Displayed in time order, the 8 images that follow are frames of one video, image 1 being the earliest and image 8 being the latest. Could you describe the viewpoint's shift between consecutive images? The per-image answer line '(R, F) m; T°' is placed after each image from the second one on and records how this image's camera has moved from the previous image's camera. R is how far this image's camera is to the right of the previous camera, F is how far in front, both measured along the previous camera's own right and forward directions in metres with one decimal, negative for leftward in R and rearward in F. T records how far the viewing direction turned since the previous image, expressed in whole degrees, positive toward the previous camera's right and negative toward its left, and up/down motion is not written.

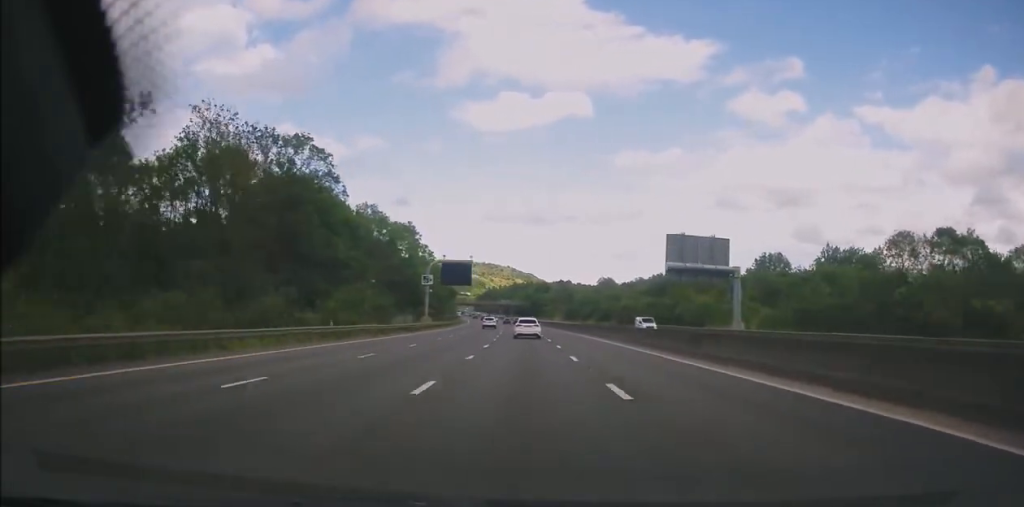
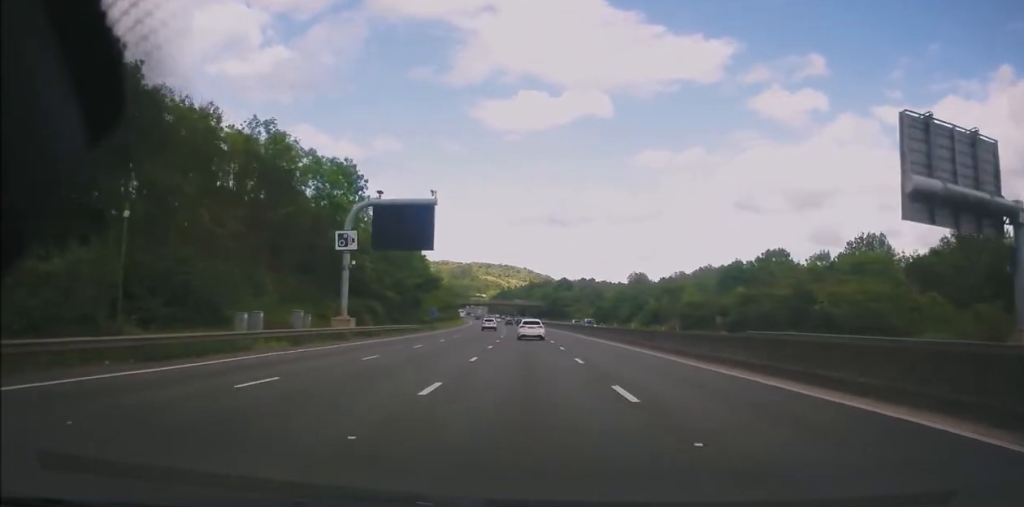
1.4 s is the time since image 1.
(-0.9, +45.3) m; -1°
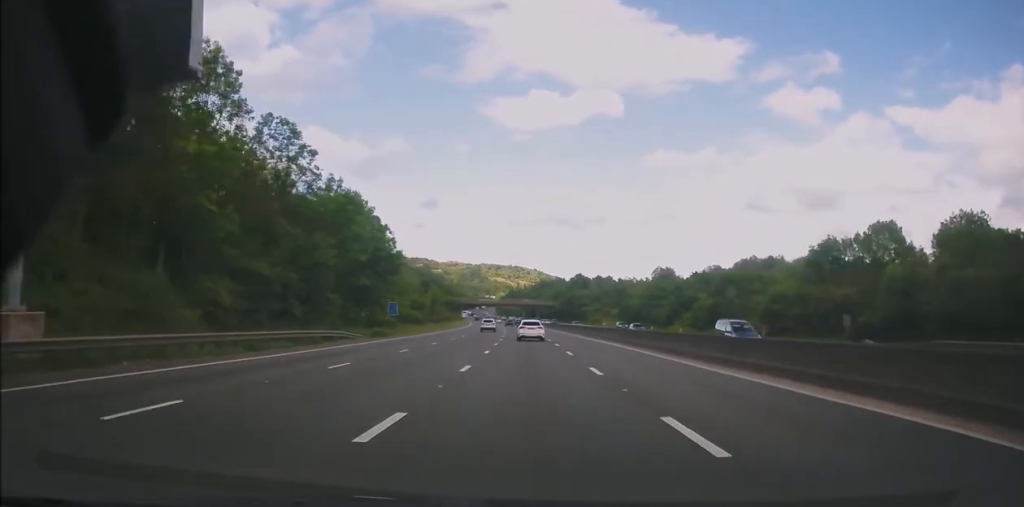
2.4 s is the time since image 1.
(+0.4, +31.2) m; 0°
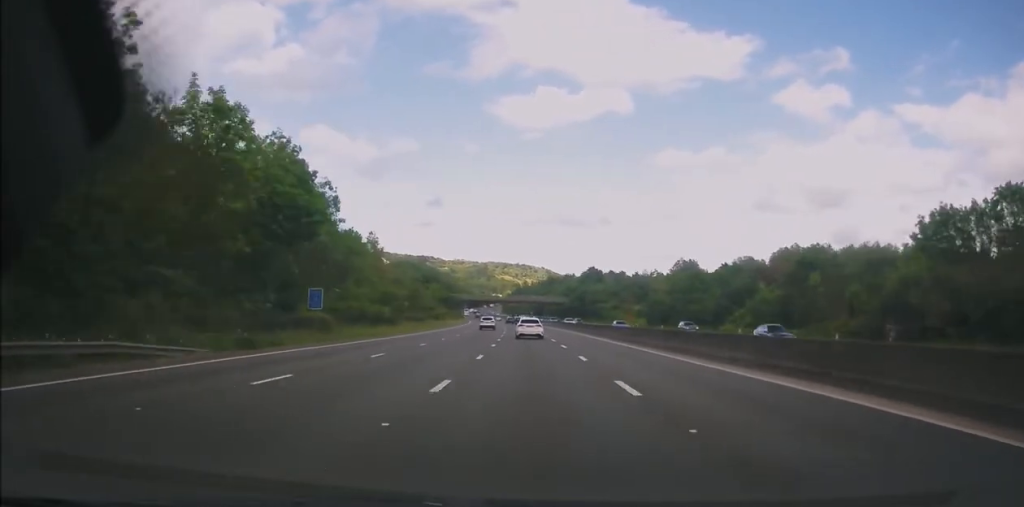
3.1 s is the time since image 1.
(-0.4, +22.6) m; -1°
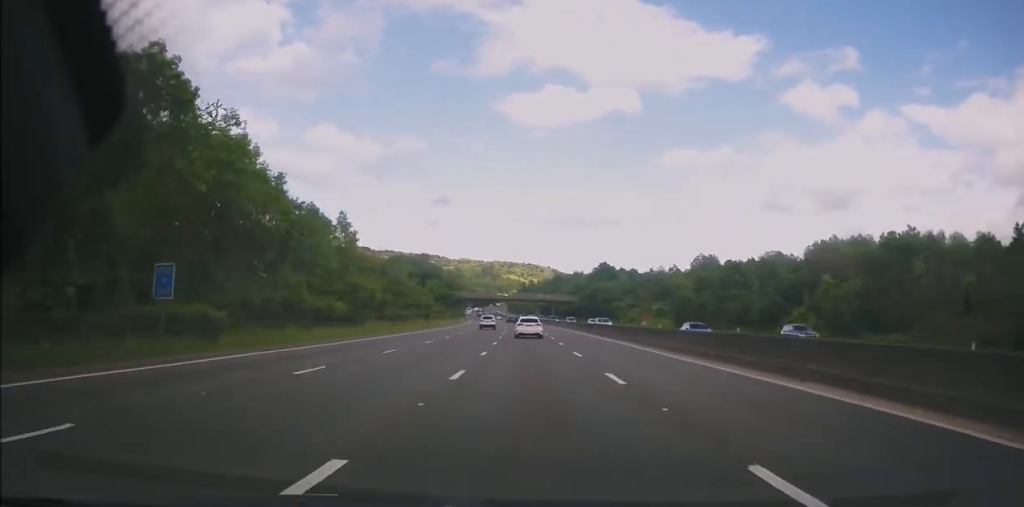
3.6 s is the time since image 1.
(-0.1, +16.1) m; -1°
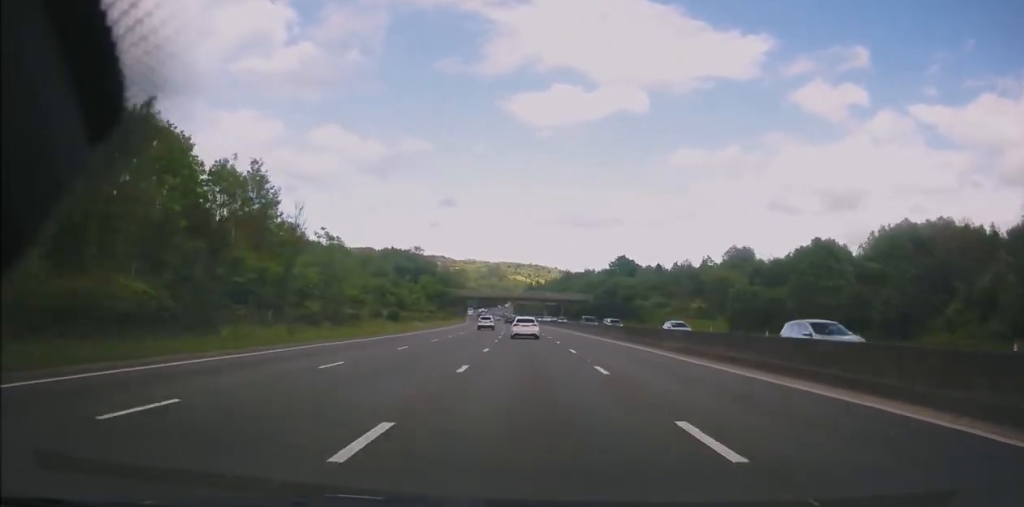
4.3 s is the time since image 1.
(-0.3, +24.8) m; -1°
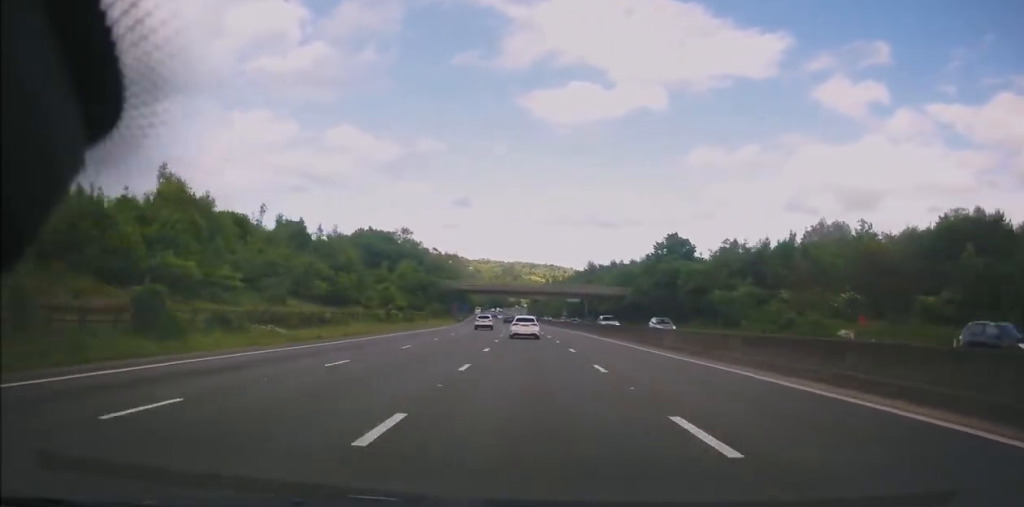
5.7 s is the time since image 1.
(-0.5, +45.0) m; -1°
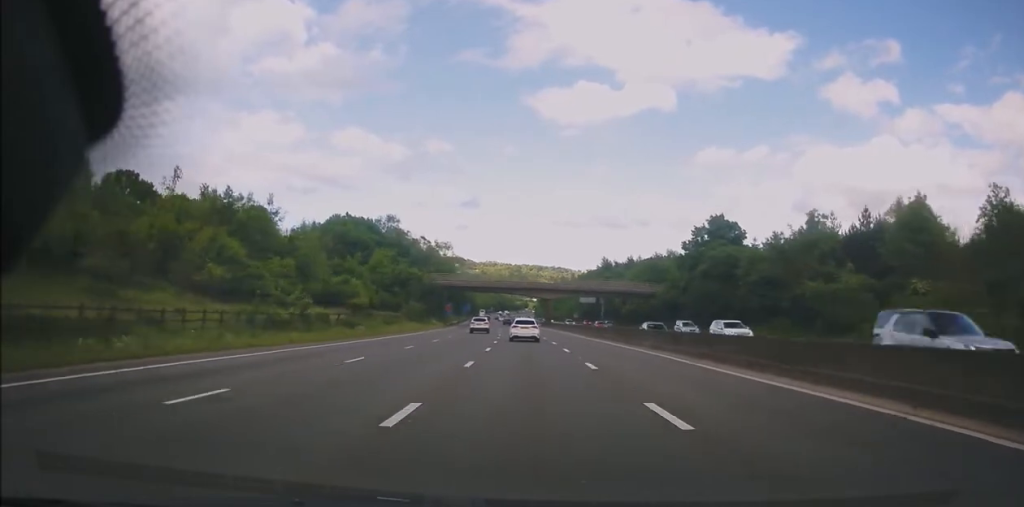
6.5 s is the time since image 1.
(-0.1, +25.6) m; -1°
